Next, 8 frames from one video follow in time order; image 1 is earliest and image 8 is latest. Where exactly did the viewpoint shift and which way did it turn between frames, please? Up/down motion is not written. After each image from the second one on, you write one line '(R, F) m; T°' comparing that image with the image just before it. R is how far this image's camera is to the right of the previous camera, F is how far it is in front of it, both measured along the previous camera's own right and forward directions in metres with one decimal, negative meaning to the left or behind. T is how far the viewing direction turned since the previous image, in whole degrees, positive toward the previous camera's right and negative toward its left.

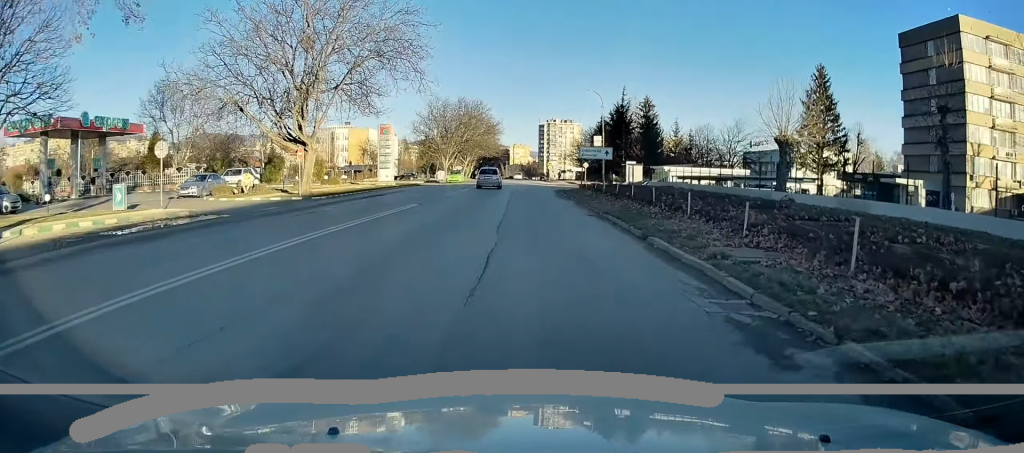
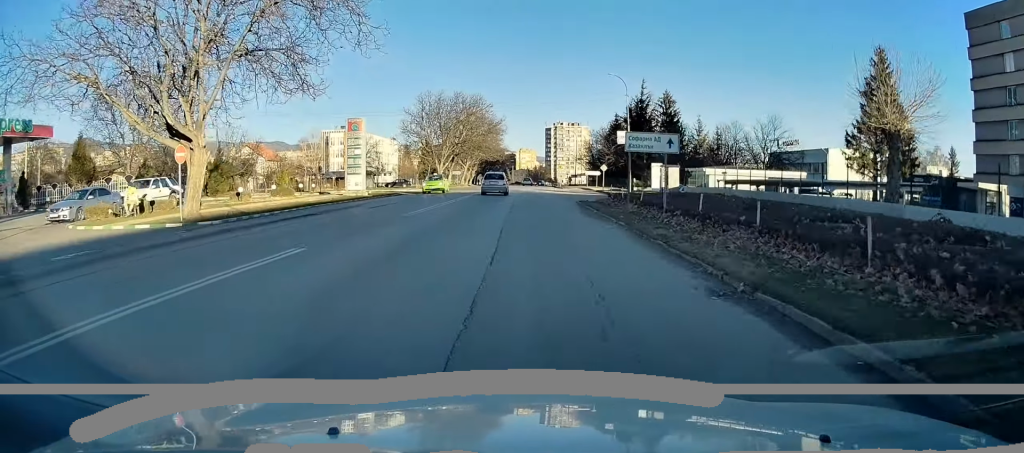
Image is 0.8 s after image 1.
(0.0, +12.5) m; -1°
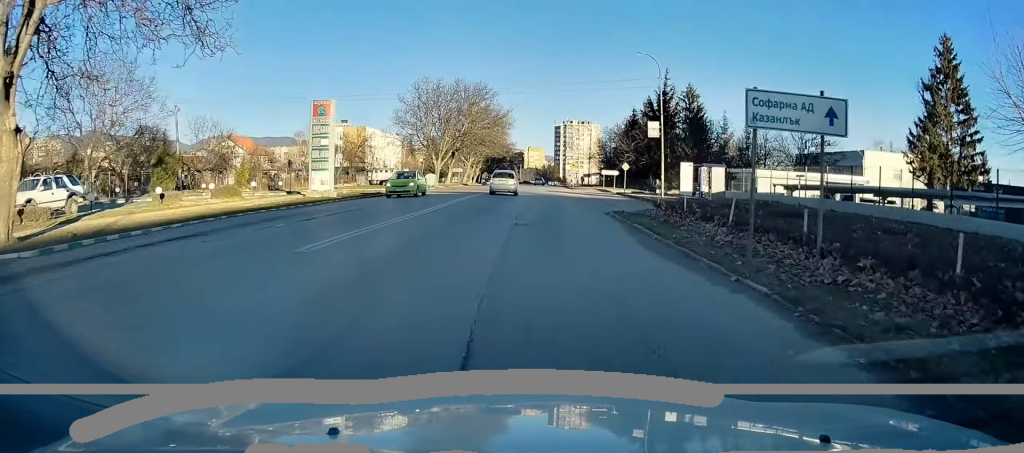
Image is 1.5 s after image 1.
(0.0, +9.5) m; -1°
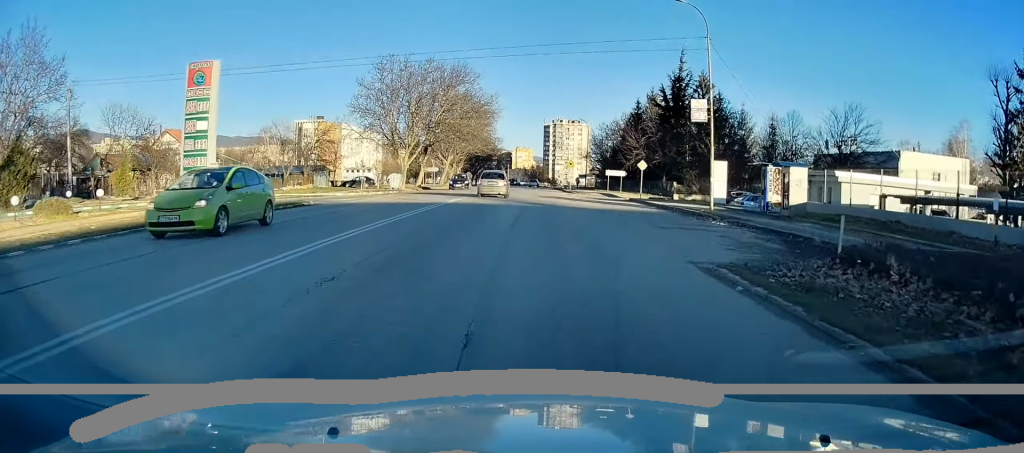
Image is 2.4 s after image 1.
(-0.3, +13.6) m; 0°
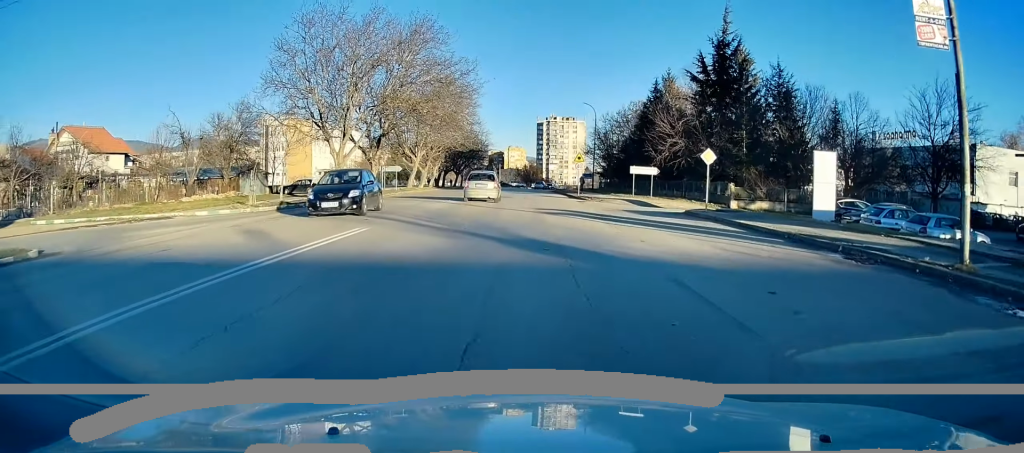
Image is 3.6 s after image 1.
(+0.5, +18.5) m; +2°
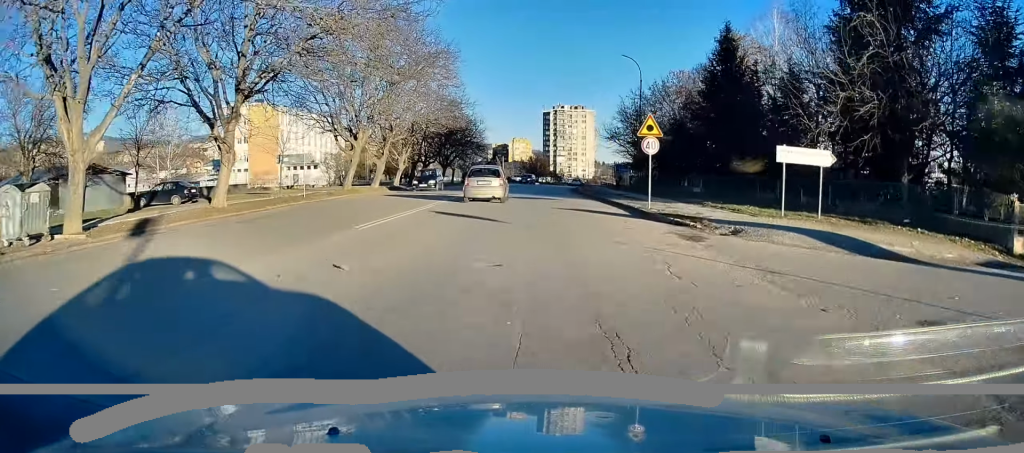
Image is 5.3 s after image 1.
(0.0, +25.9) m; 0°
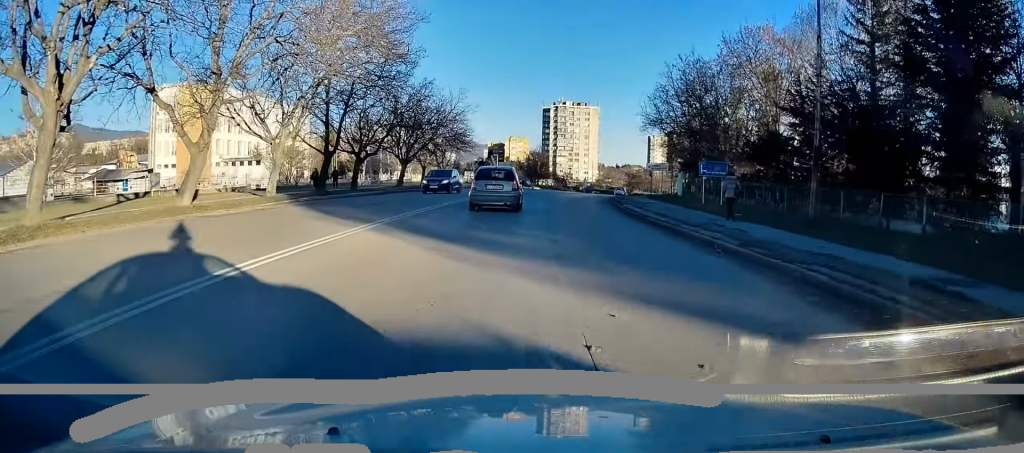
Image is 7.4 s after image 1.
(+0.8, +29.6) m; +1°
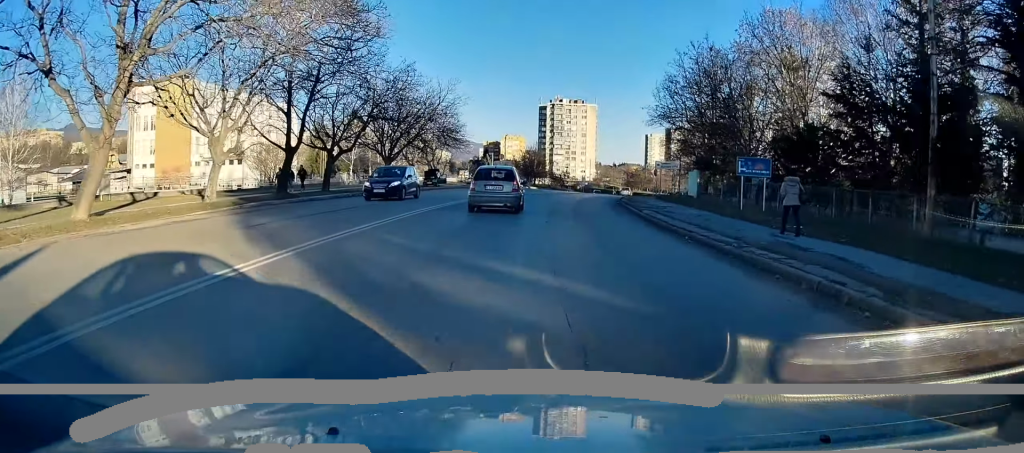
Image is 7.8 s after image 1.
(-0.2, +6.0) m; -1°
